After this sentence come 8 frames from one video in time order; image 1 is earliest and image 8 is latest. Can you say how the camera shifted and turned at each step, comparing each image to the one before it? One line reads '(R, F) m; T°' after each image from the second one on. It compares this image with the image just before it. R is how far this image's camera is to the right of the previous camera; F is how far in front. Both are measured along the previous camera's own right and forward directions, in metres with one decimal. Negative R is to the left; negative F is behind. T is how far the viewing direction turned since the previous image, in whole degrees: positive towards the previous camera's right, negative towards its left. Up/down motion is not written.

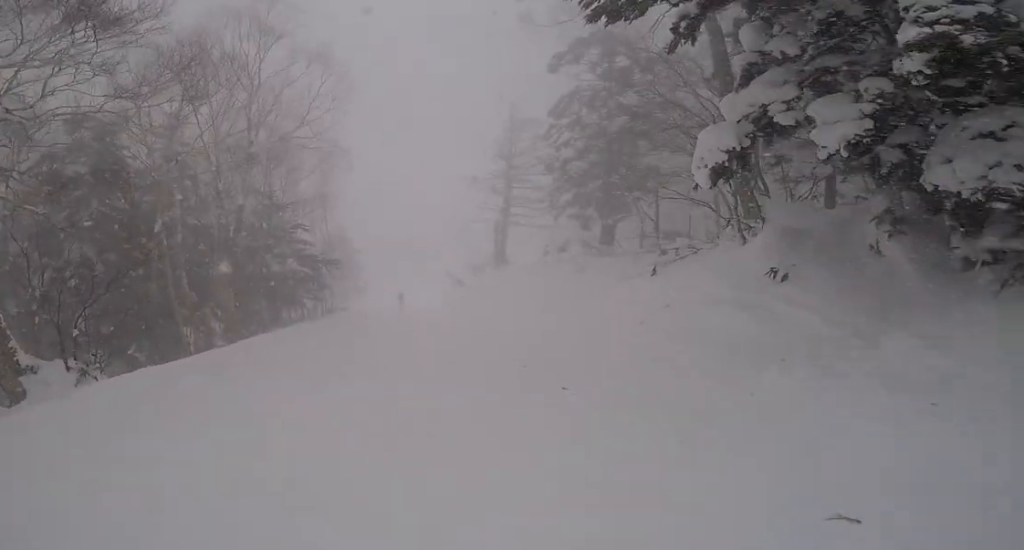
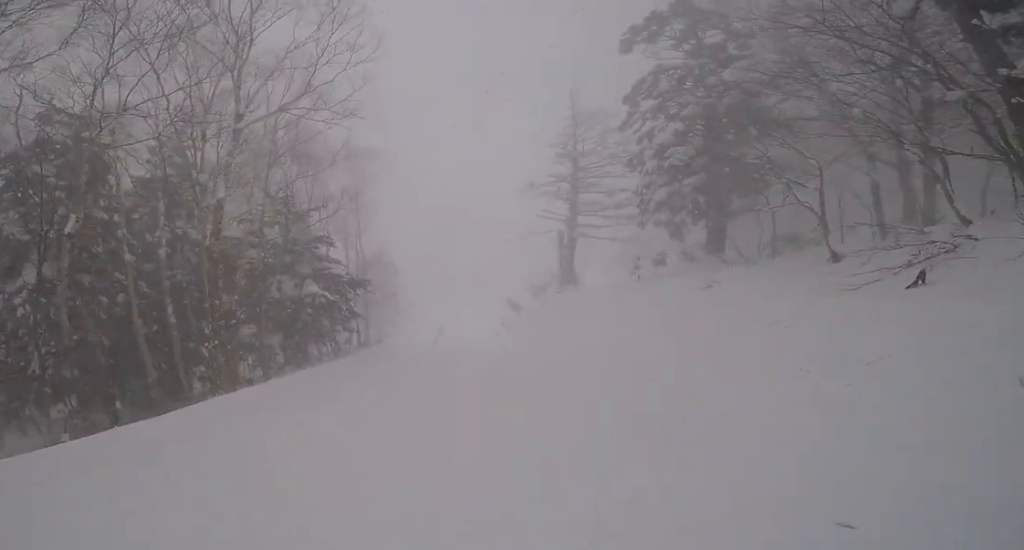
(-0.4, +5.9) m; -6°
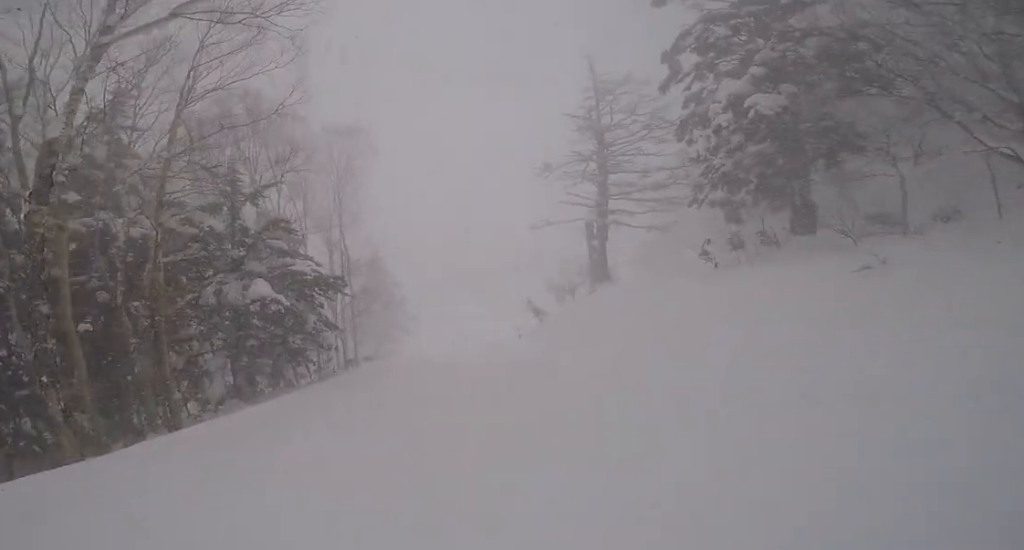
(-0.1, +5.7) m; +10°
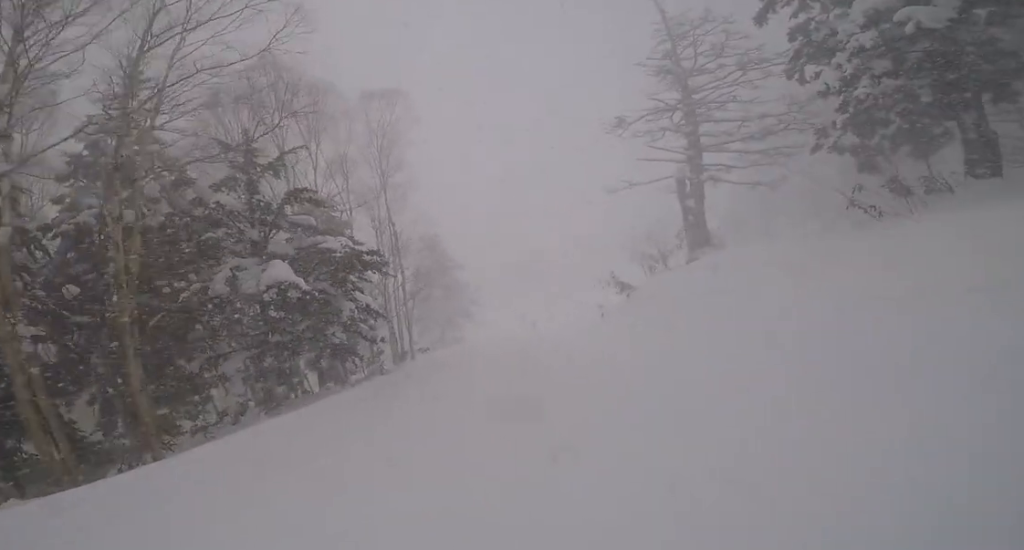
(+0.9, +3.2) m; -1°
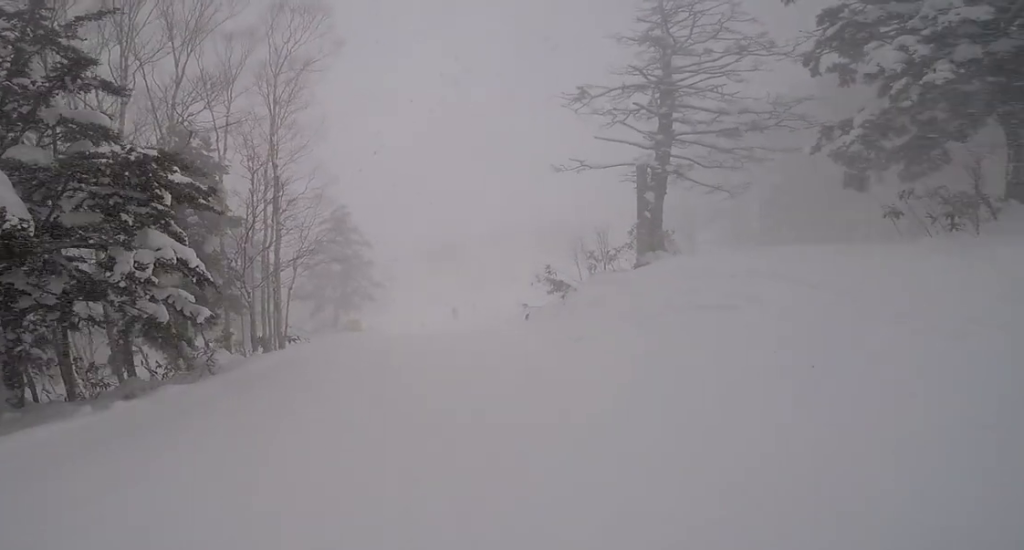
(-0.7, +5.0) m; -5°
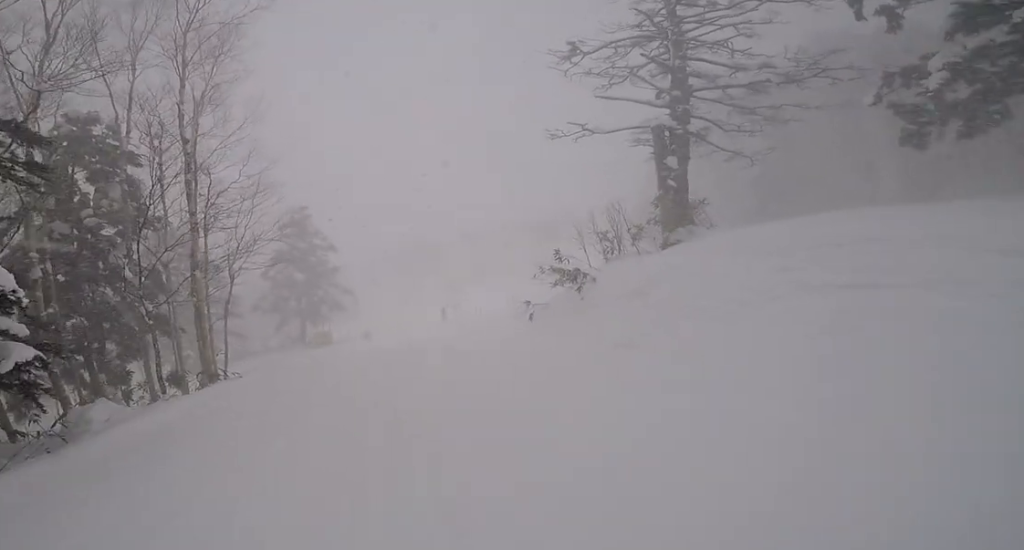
(-0.3, +4.1) m; -1°
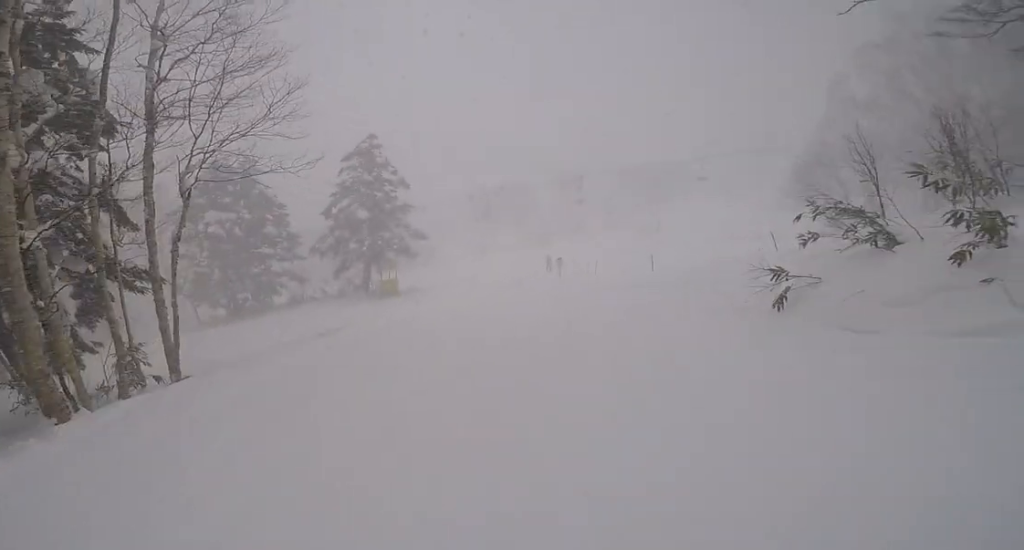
(+0.8, +7.9) m; +6°
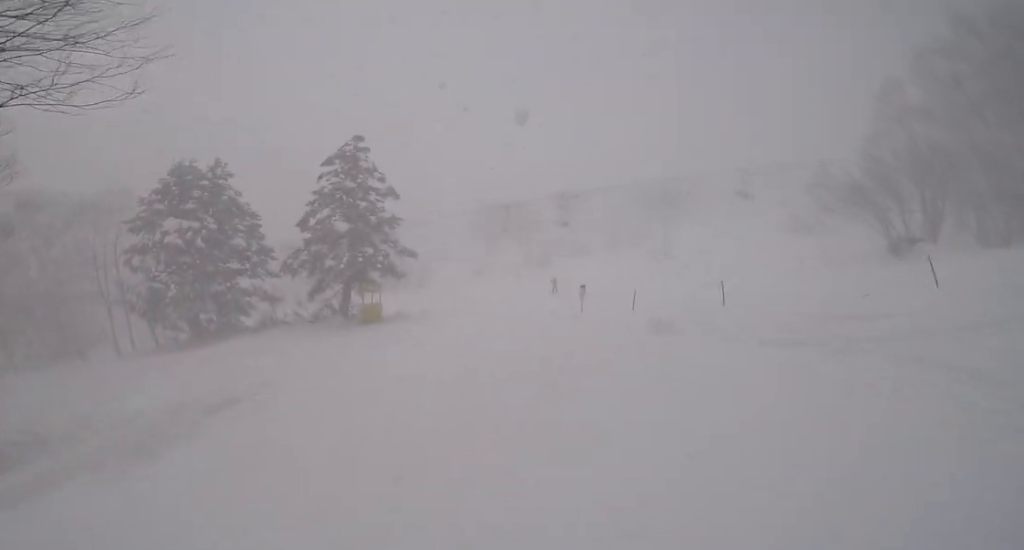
(0.0, +5.1) m; -2°
